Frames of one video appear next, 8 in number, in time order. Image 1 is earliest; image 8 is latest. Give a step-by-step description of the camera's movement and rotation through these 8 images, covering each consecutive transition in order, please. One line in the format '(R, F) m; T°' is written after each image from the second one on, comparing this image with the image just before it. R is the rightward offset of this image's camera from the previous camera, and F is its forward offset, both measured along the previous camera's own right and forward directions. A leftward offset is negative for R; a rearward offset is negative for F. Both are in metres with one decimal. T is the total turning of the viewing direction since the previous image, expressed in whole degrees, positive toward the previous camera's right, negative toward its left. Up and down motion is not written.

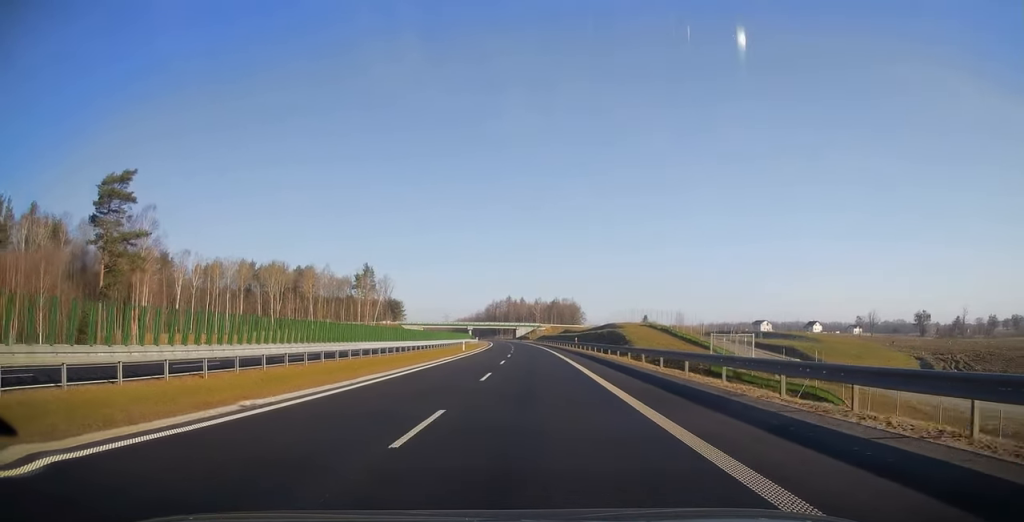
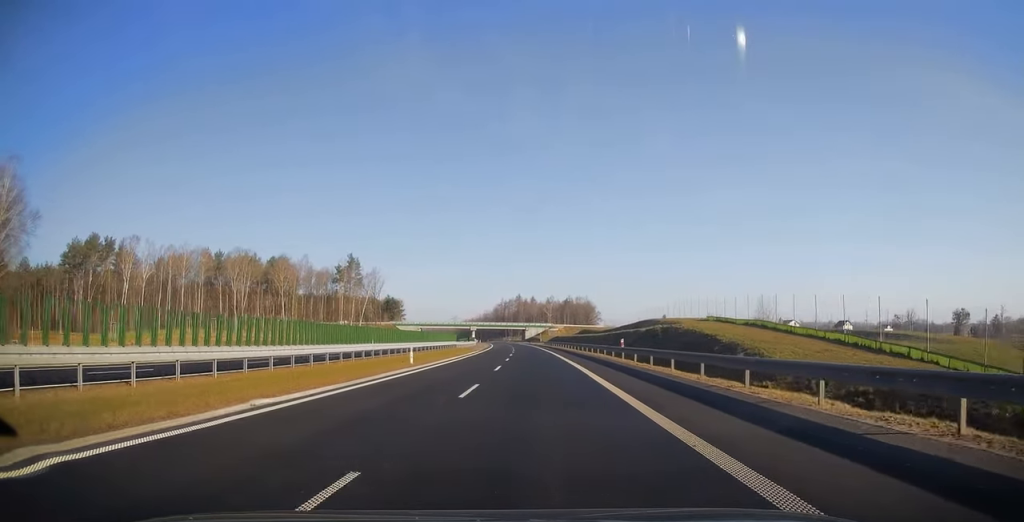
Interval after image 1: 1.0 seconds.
(-0.3, +29.6) m; -1°
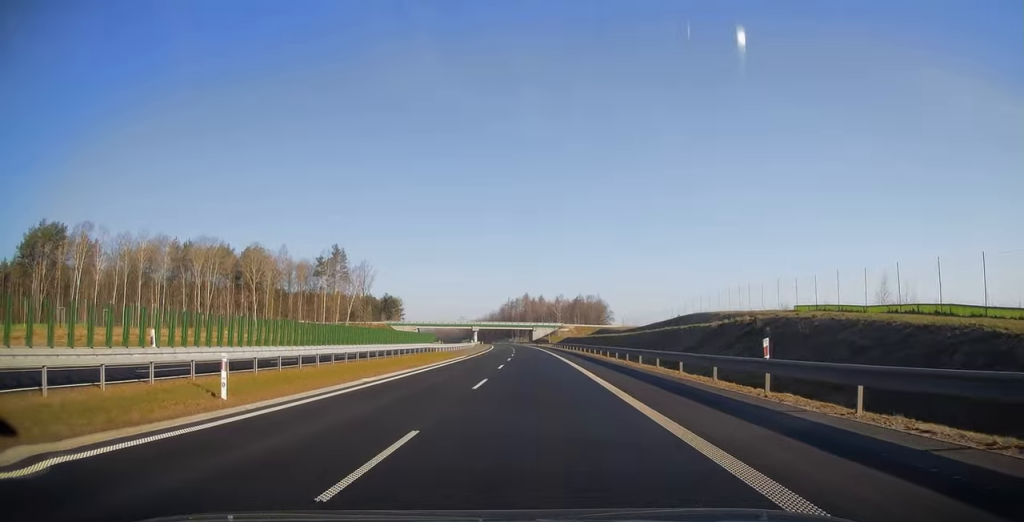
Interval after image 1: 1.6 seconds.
(+0.1, +21.4) m; -1°
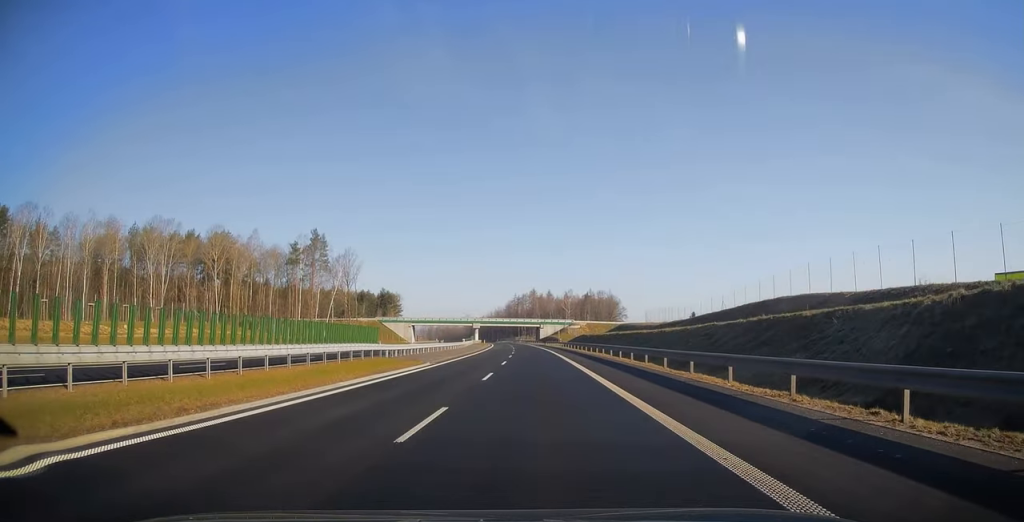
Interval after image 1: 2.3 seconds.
(-0.3, +21.3) m; -1°
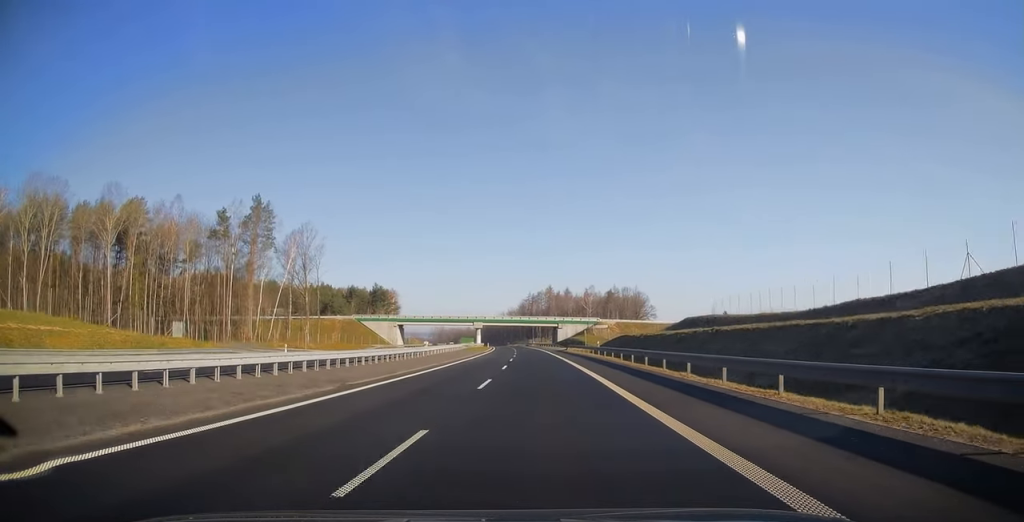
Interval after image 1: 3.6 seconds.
(-0.4, +38.9) m; -2°
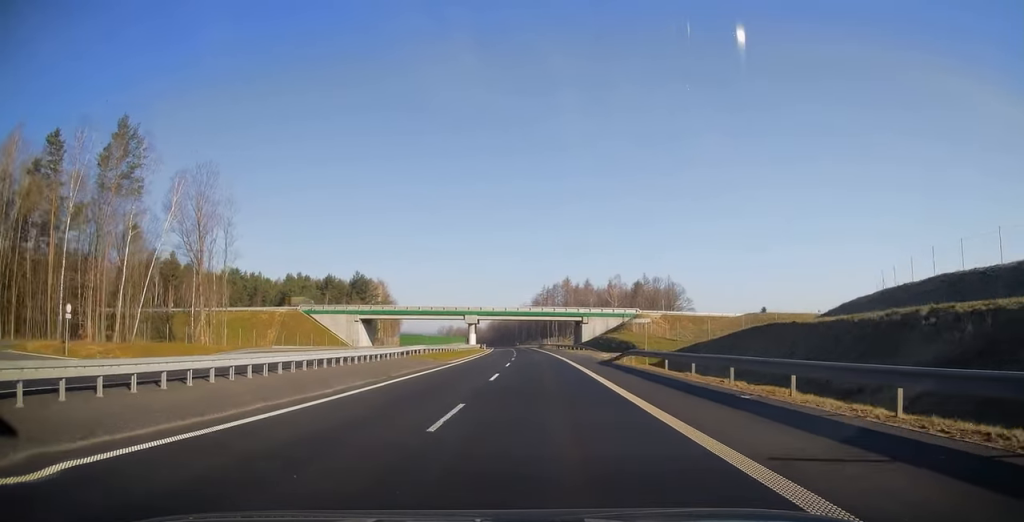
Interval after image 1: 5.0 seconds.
(-0.8, +44.1) m; -1°
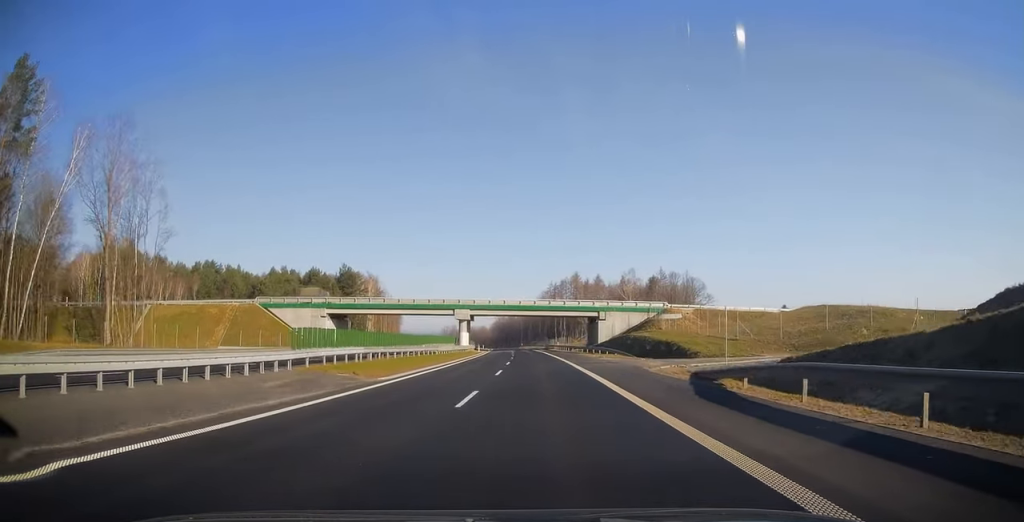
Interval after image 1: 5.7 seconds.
(-0.1, +20.8) m; 0°
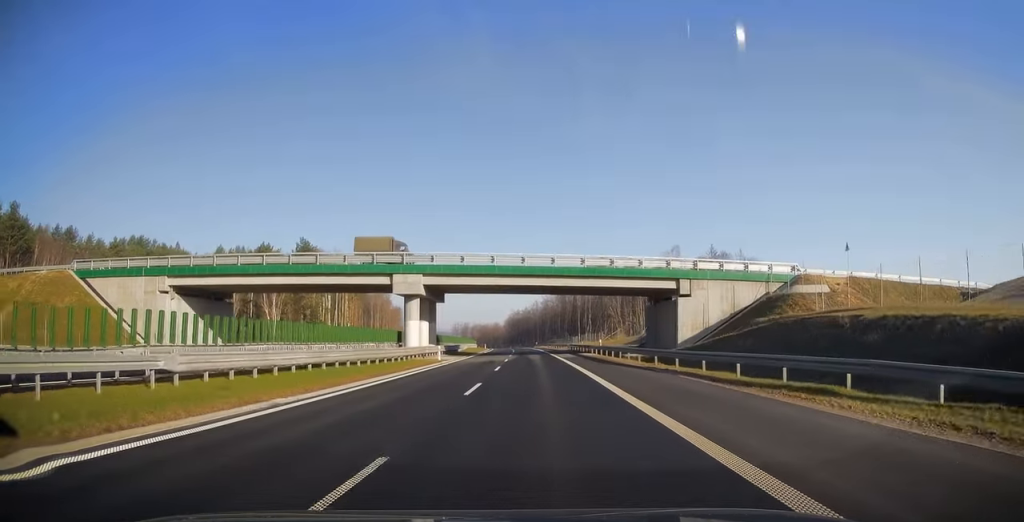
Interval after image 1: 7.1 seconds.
(-0.7, +45.7) m; -2°
